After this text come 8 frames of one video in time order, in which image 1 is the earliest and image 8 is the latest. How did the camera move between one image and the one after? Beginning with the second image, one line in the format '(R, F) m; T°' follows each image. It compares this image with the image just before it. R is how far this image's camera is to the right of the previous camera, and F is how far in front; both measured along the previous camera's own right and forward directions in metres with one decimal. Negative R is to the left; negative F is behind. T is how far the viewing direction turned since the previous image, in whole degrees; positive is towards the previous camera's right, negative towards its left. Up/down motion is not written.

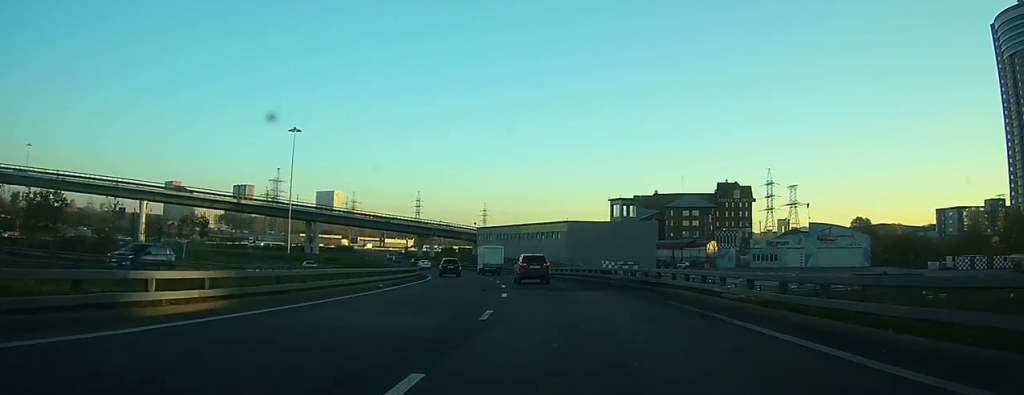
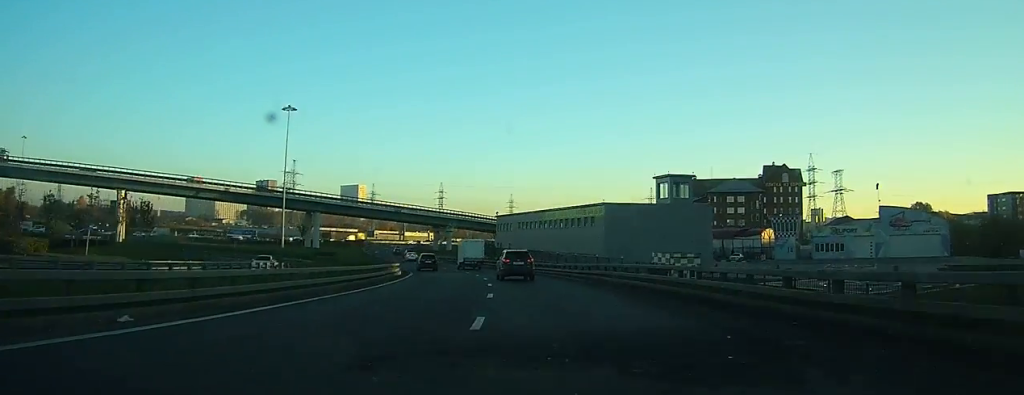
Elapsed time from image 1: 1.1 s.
(0.0, +17.8) m; -2°
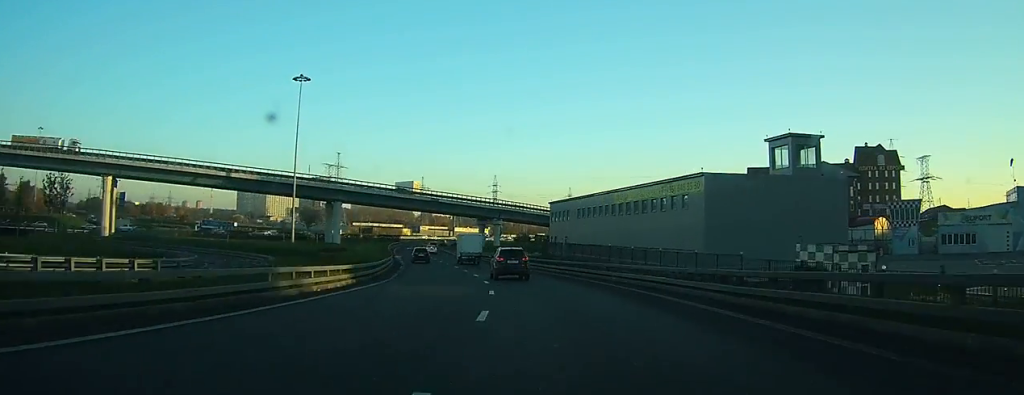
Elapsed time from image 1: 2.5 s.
(-0.3, +21.9) m; -5°
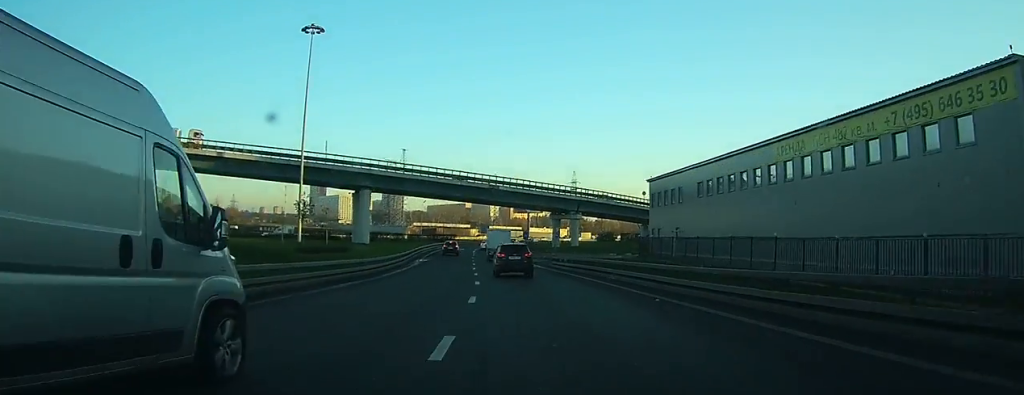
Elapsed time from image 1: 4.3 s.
(-2.0, +27.1) m; -6°
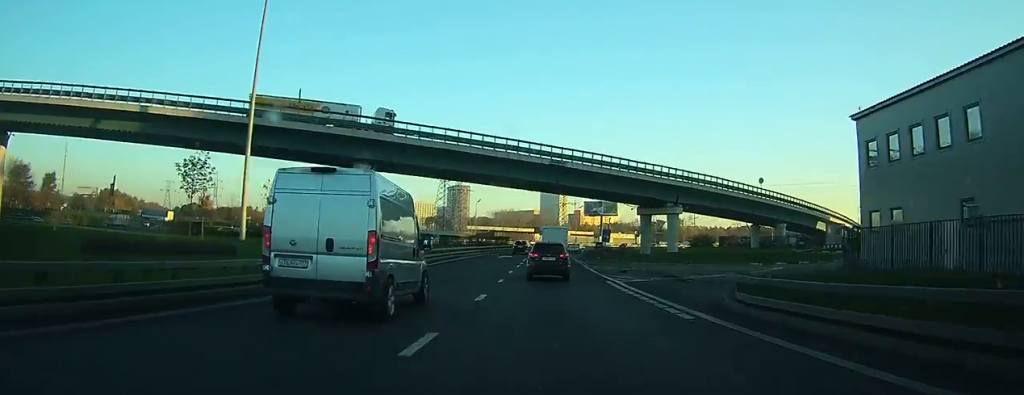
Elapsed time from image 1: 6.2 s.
(-1.8, +32.3) m; -5°
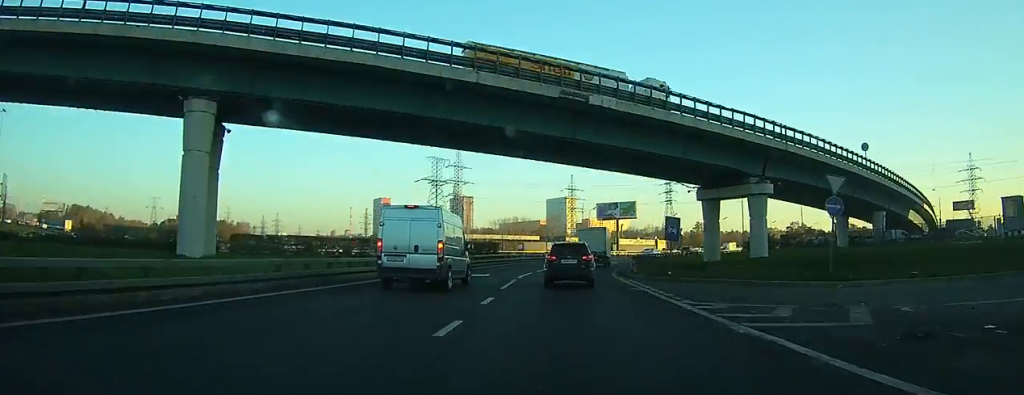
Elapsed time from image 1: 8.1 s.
(-0.9, +31.0) m; -1°
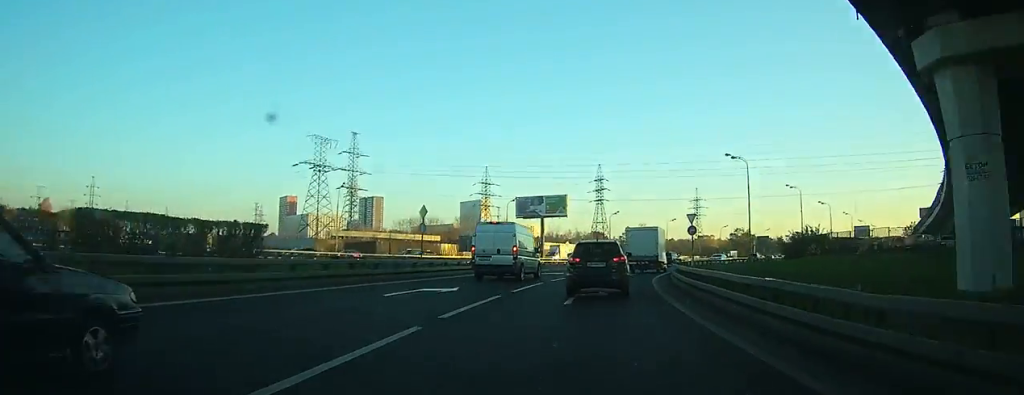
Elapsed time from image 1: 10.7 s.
(+0.5, +41.0) m; +6°
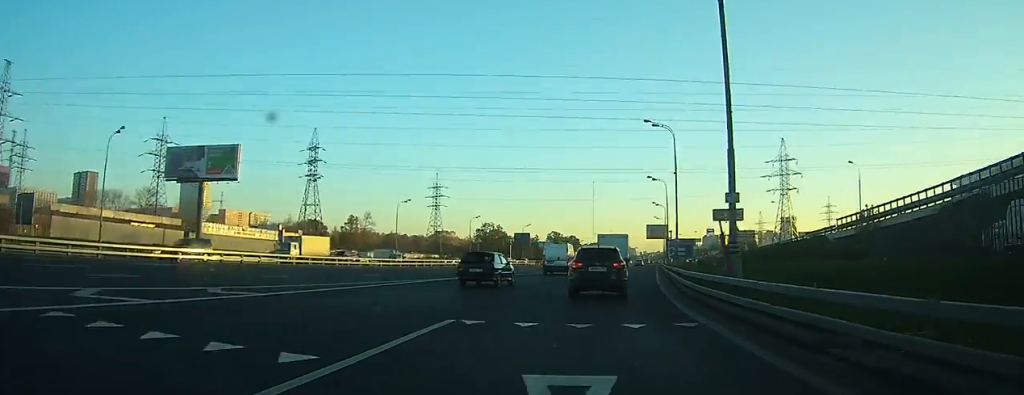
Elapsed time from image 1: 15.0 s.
(+11.8, +54.7) m; +23°
